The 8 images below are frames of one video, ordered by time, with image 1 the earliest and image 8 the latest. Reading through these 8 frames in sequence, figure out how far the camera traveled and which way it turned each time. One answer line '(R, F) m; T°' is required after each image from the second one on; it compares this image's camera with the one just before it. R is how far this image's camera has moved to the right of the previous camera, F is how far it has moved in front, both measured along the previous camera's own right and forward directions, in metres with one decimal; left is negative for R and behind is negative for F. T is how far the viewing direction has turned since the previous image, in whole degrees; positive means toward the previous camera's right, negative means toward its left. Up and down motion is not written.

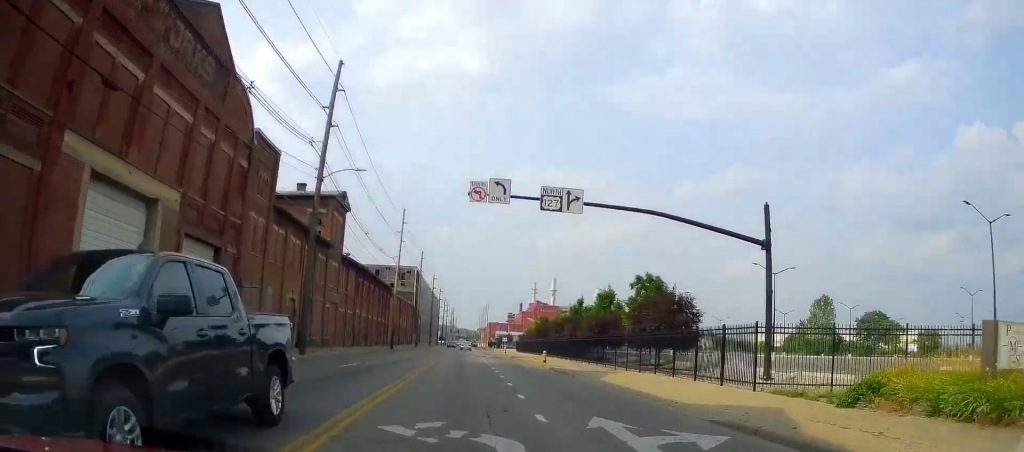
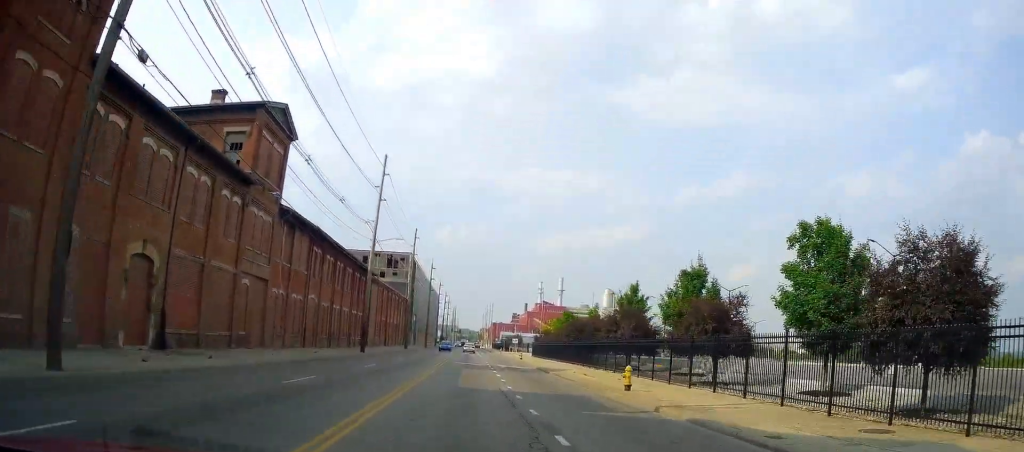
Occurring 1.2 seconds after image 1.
(+0.6, +20.1) m; +3°
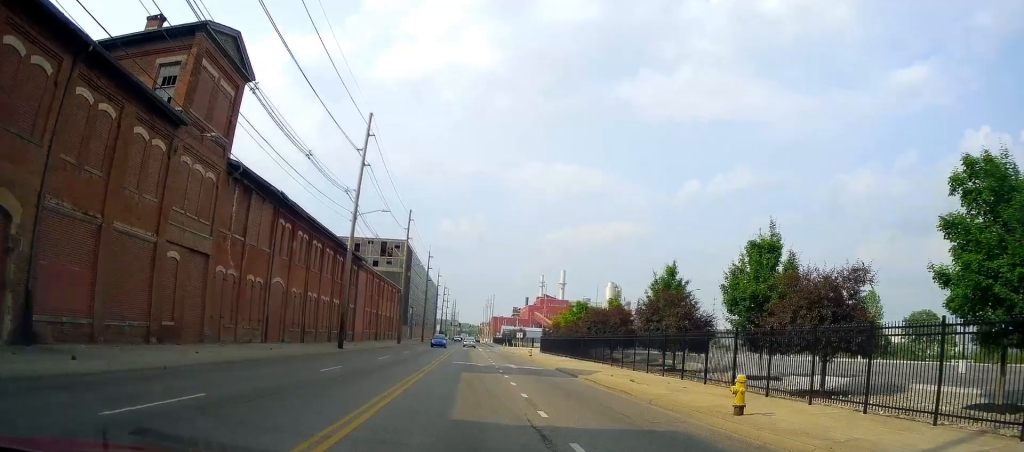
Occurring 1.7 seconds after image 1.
(+0.2, +8.4) m; 0°
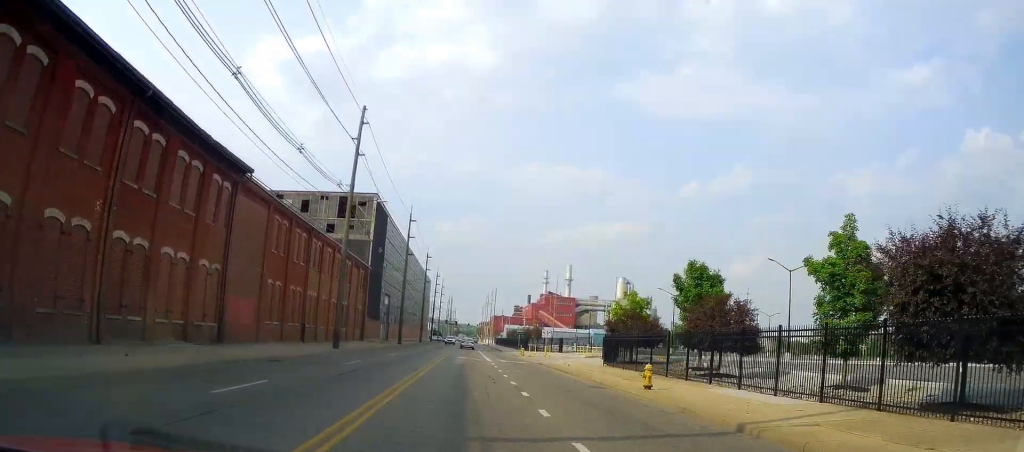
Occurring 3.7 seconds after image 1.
(-1.1, +33.7) m; -1°
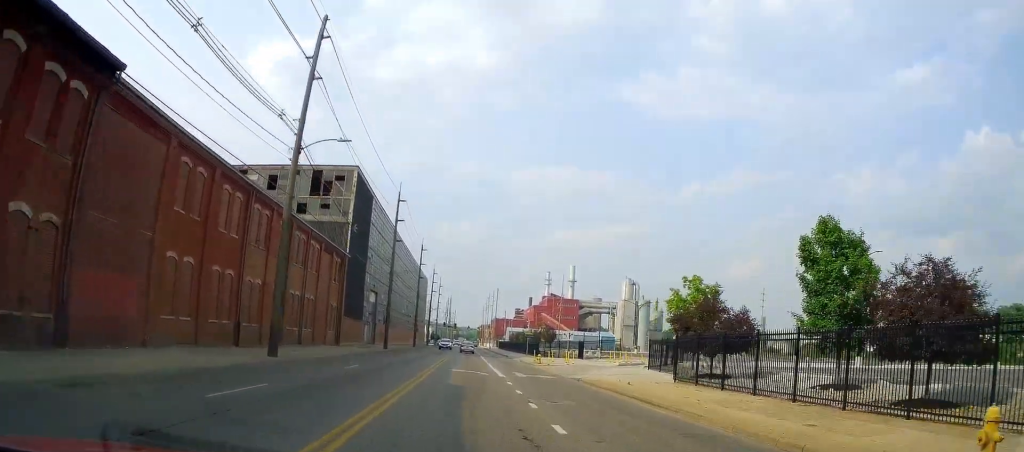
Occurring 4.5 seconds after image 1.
(+0.4, +13.0) m; +1°
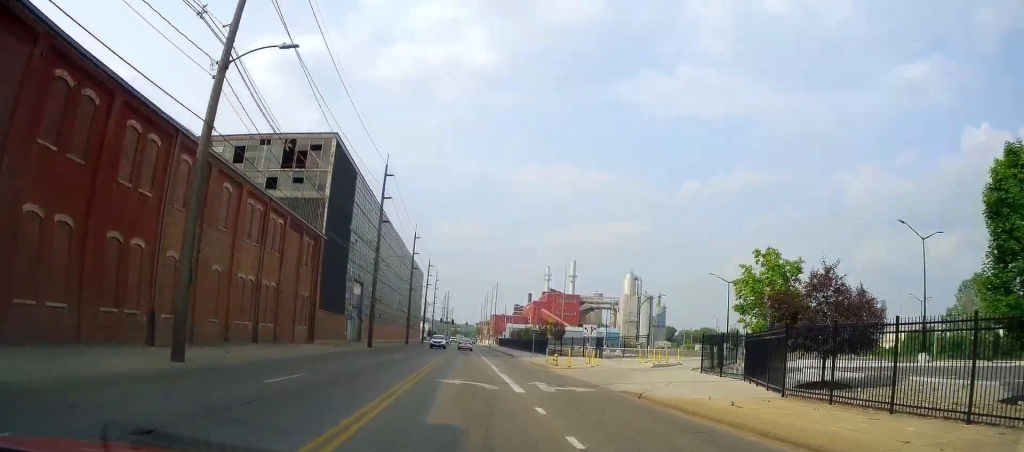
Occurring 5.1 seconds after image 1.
(+0.3, +9.2) m; 0°
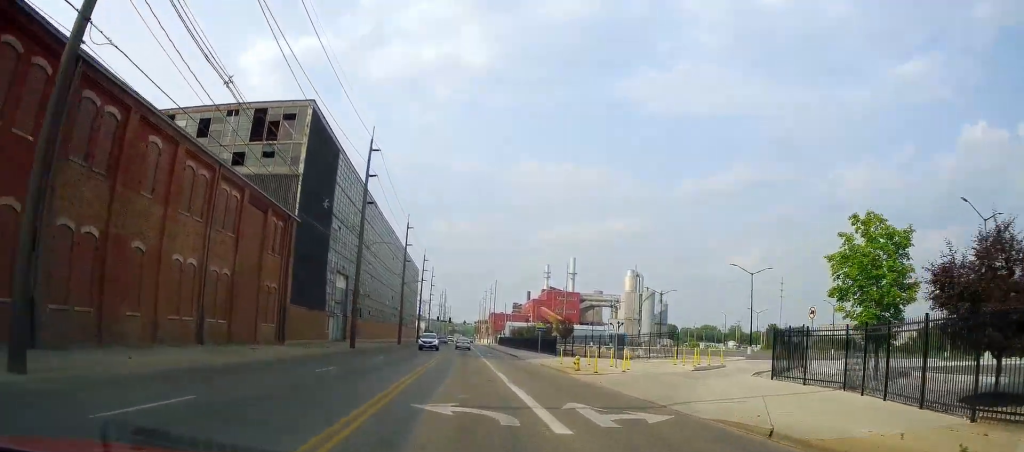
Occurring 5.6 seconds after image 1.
(-0.2, +7.5) m; -1°
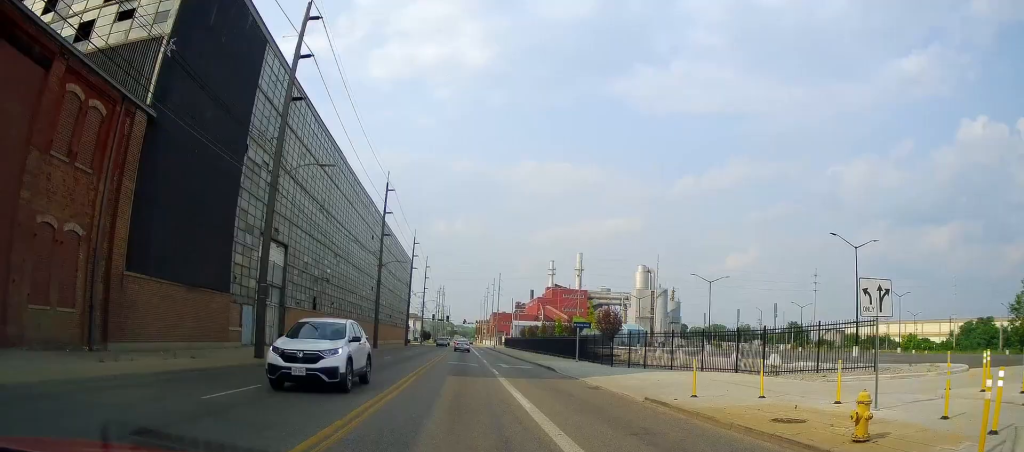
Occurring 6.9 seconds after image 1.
(-0.6, +21.6) m; -1°
